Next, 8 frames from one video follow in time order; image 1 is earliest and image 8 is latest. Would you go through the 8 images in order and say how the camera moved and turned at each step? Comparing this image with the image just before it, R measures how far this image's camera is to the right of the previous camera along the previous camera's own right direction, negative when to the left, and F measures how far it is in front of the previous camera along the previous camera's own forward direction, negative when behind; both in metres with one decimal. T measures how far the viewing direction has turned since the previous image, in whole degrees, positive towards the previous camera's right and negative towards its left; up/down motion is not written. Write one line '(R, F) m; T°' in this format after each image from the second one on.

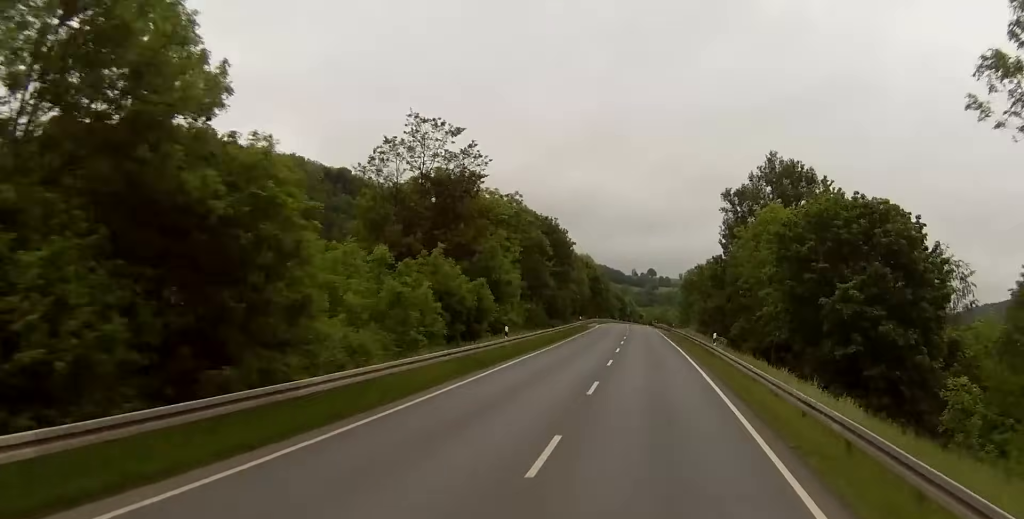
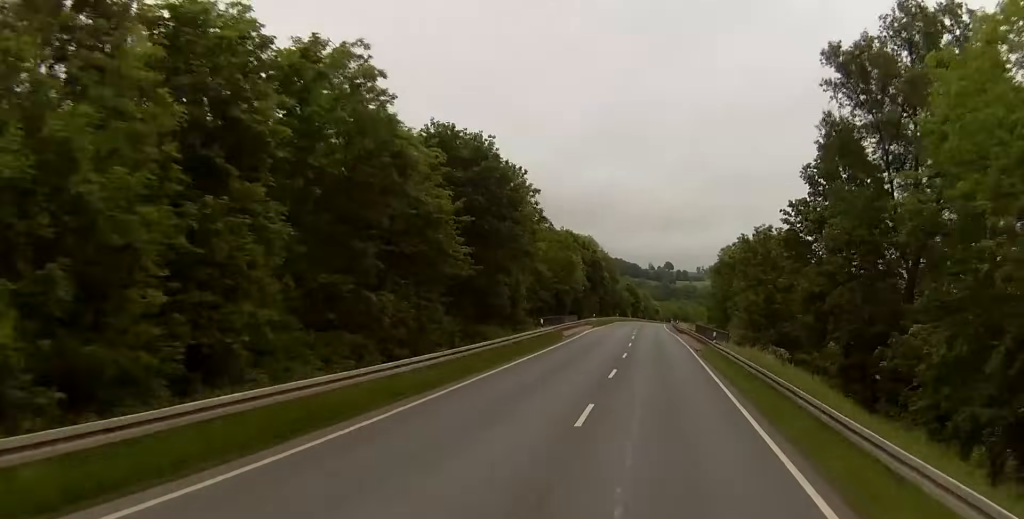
(-2.1, +42.3) m; -3°
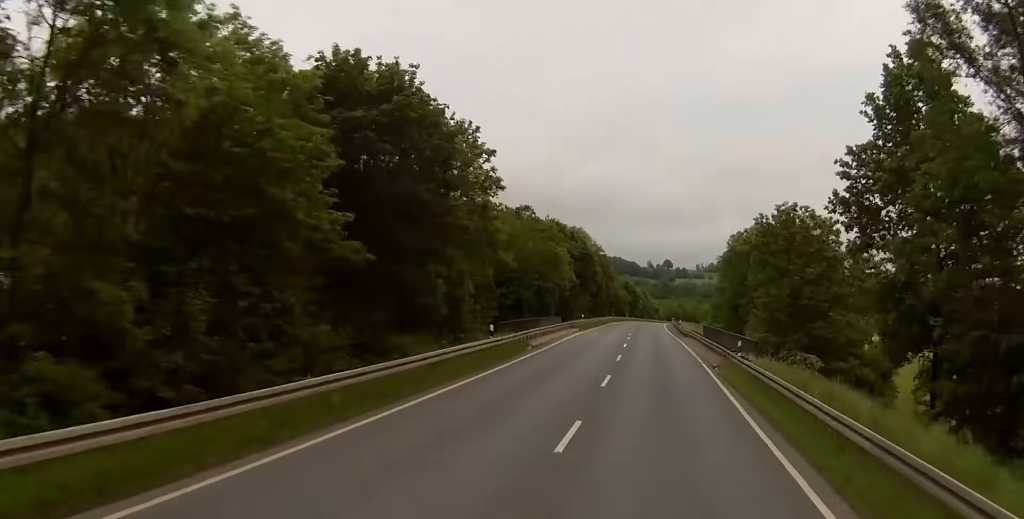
(+0.3, +15.0) m; 0°
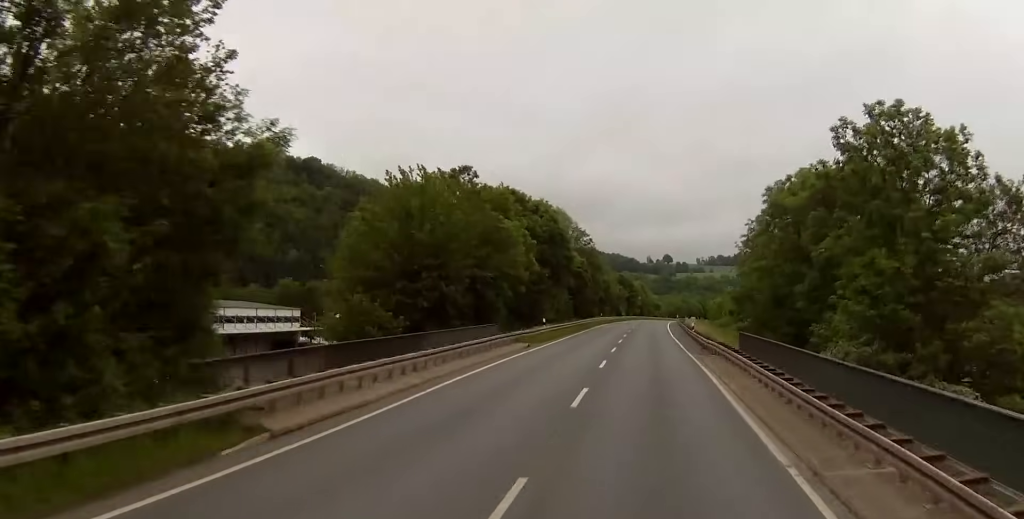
(0.0, +30.3) m; 0°
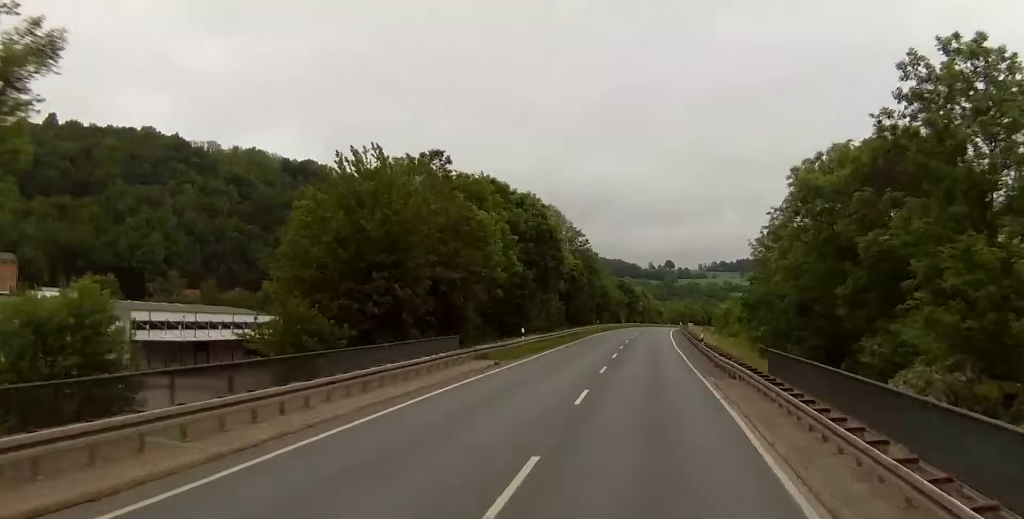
(+0.1, +9.9) m; 0°
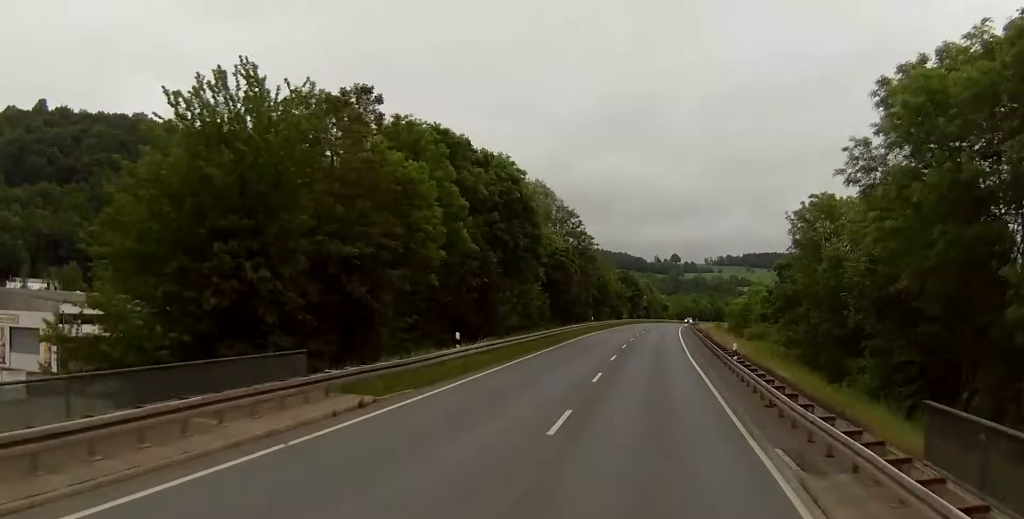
(-0.5, +17.2) m; 0°
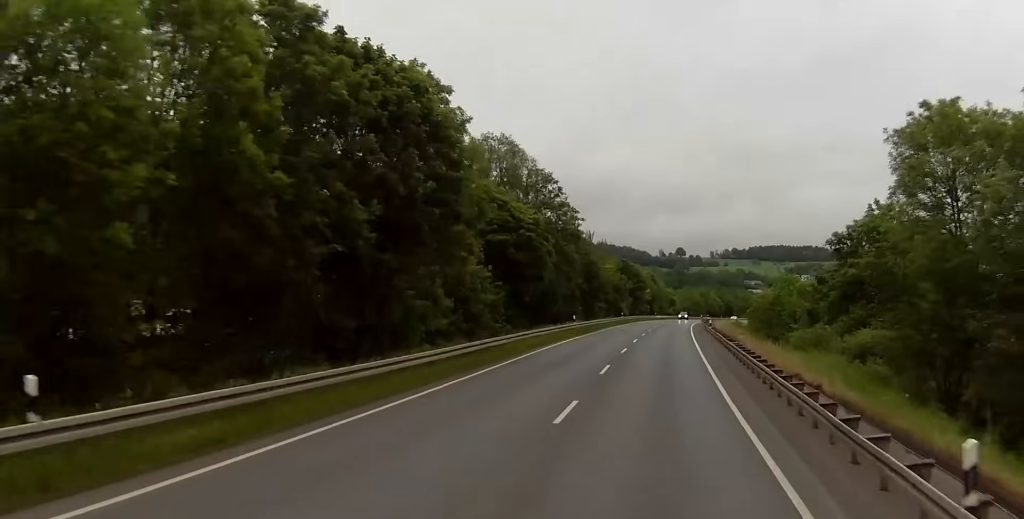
(+0.4, +23.1) m; 0°
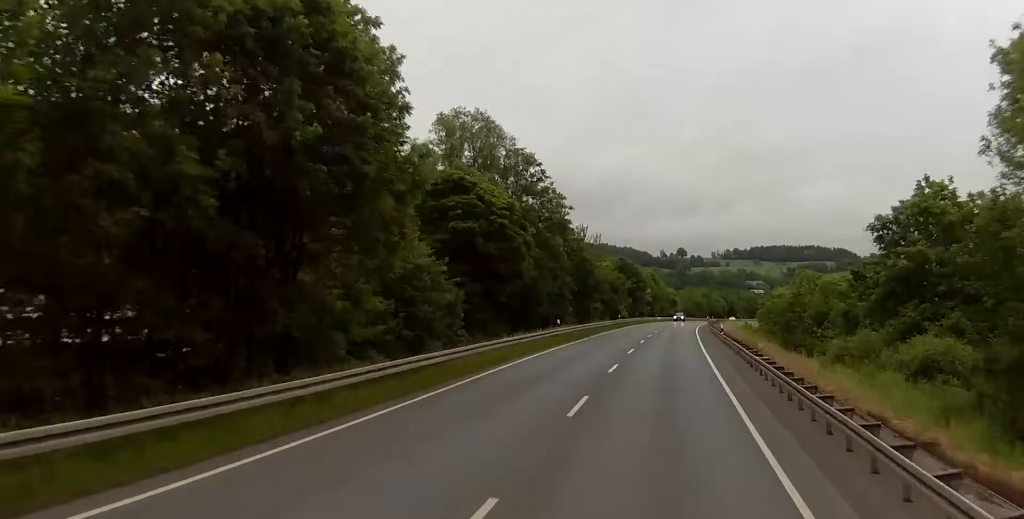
(-0.3, +10.6) m; 0°
